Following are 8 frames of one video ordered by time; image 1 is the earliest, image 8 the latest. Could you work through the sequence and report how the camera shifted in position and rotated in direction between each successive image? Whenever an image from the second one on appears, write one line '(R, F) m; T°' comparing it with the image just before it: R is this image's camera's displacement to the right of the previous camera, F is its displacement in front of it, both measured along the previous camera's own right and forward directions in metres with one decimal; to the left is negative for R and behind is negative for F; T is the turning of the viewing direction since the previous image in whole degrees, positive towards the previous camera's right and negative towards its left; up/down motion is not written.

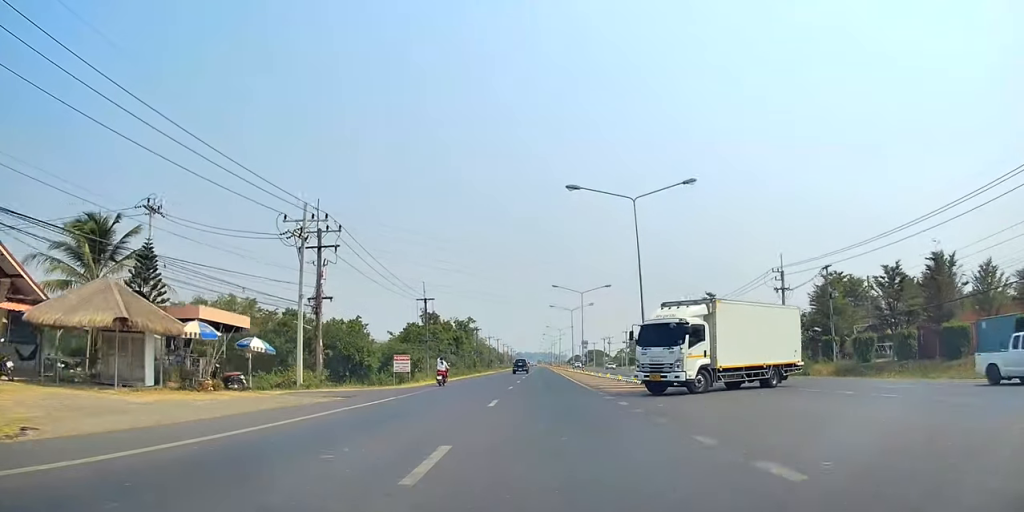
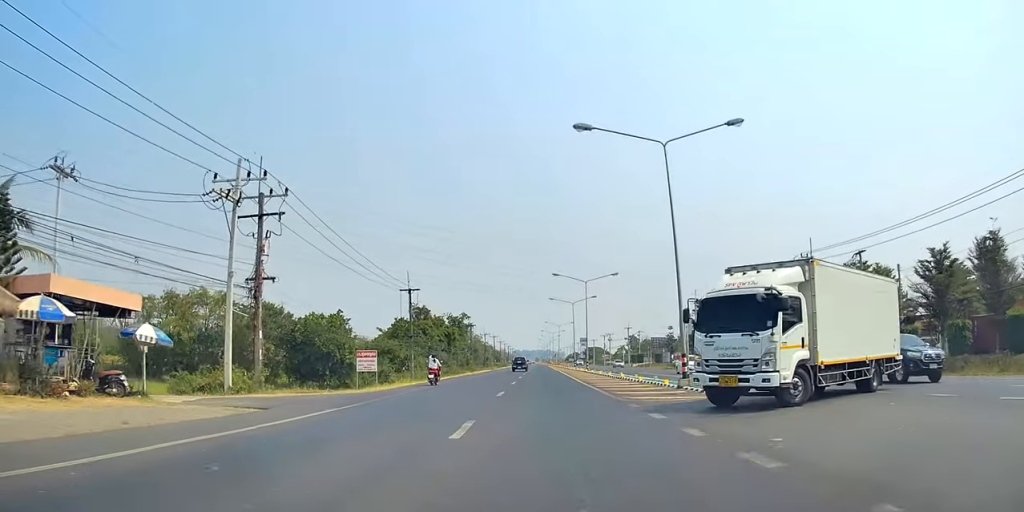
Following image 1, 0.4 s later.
(+0.1, +8.4) m; 0°
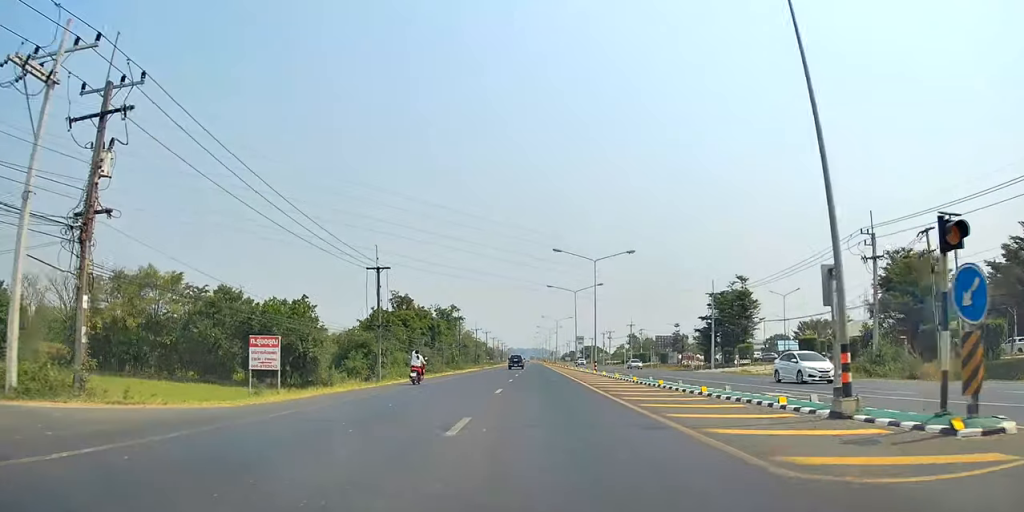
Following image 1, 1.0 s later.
(+0.1, +12.1) m; +1°
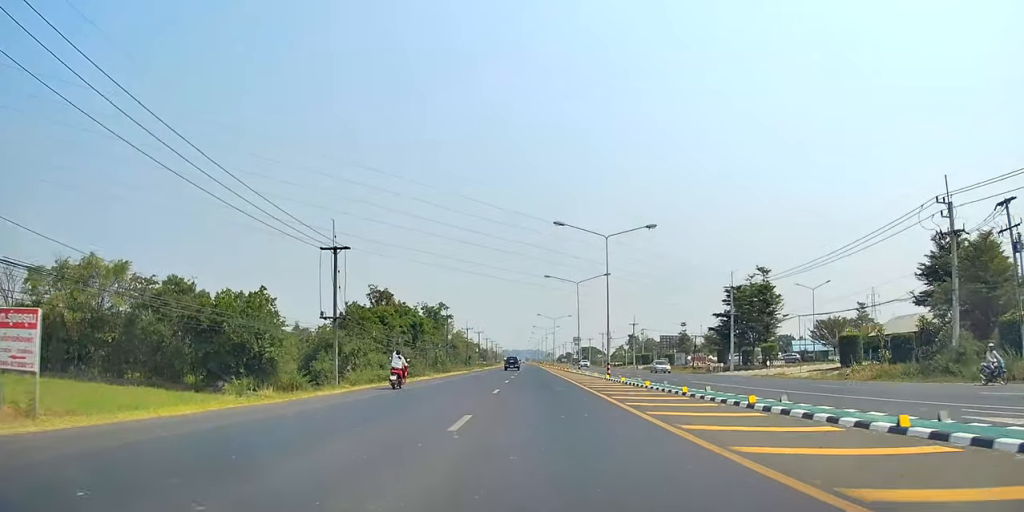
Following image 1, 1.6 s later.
(-0.1, +11.1) m; +1°
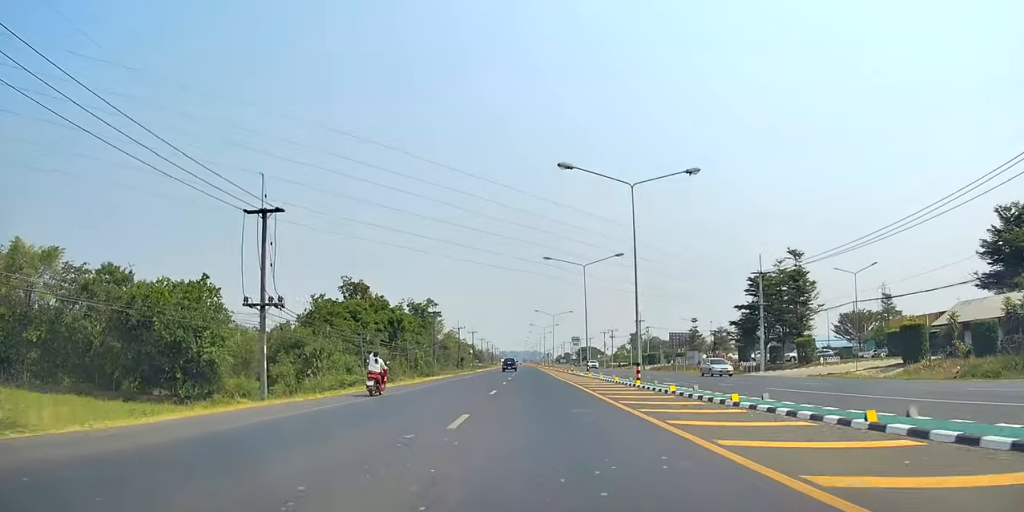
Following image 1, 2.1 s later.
(+0.2, +11.5) m; +1°
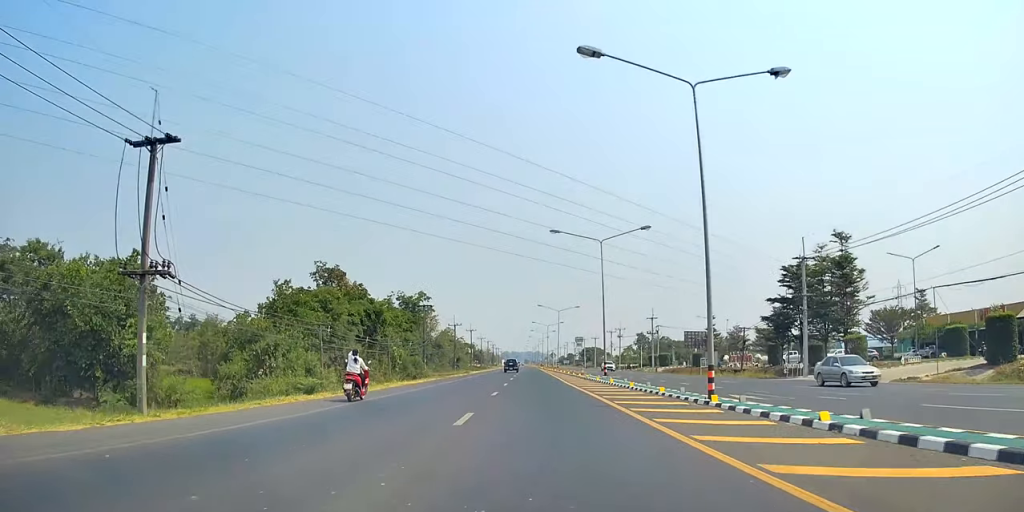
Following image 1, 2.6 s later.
(+0.4, +10.2) m; 0°
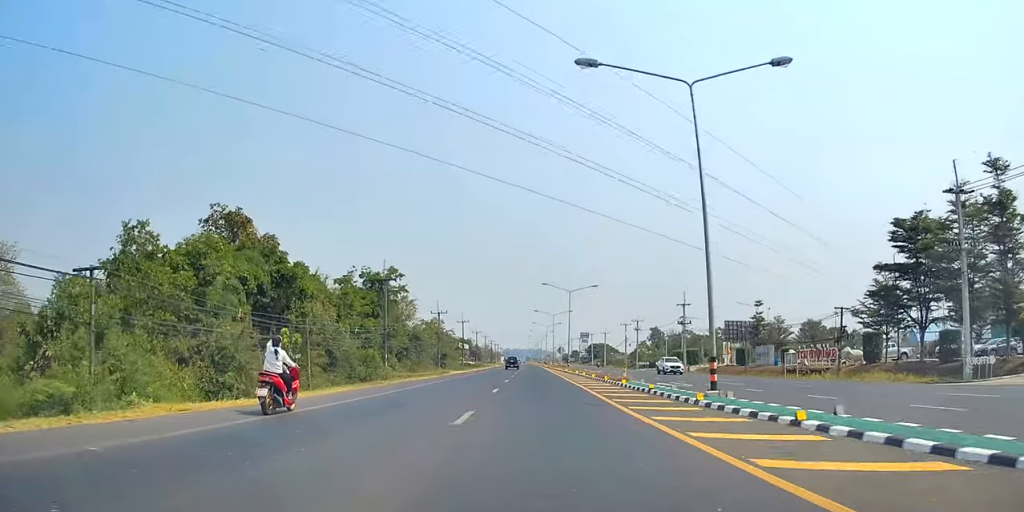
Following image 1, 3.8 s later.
(-0.7, +24.3) m; -3°
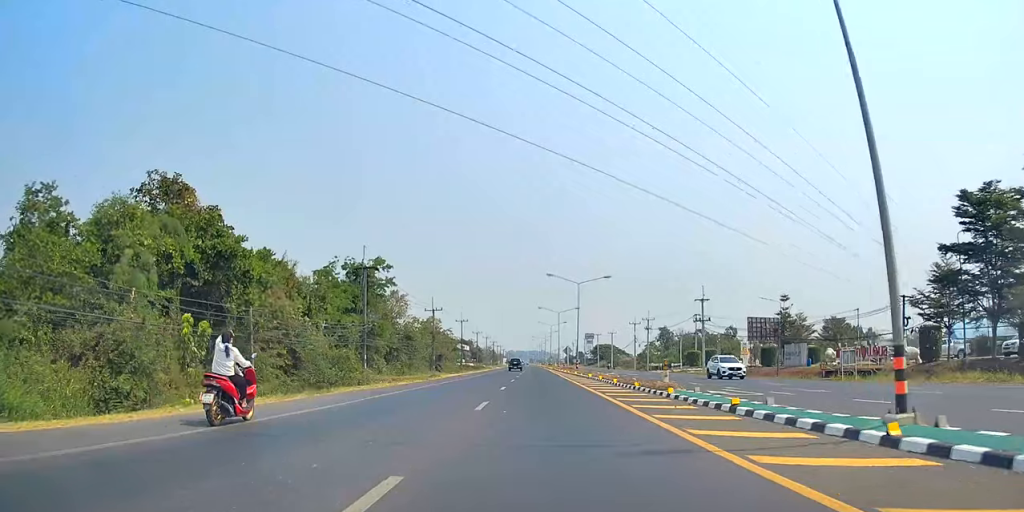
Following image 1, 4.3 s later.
(-0.2, +8.5) m; -1°
